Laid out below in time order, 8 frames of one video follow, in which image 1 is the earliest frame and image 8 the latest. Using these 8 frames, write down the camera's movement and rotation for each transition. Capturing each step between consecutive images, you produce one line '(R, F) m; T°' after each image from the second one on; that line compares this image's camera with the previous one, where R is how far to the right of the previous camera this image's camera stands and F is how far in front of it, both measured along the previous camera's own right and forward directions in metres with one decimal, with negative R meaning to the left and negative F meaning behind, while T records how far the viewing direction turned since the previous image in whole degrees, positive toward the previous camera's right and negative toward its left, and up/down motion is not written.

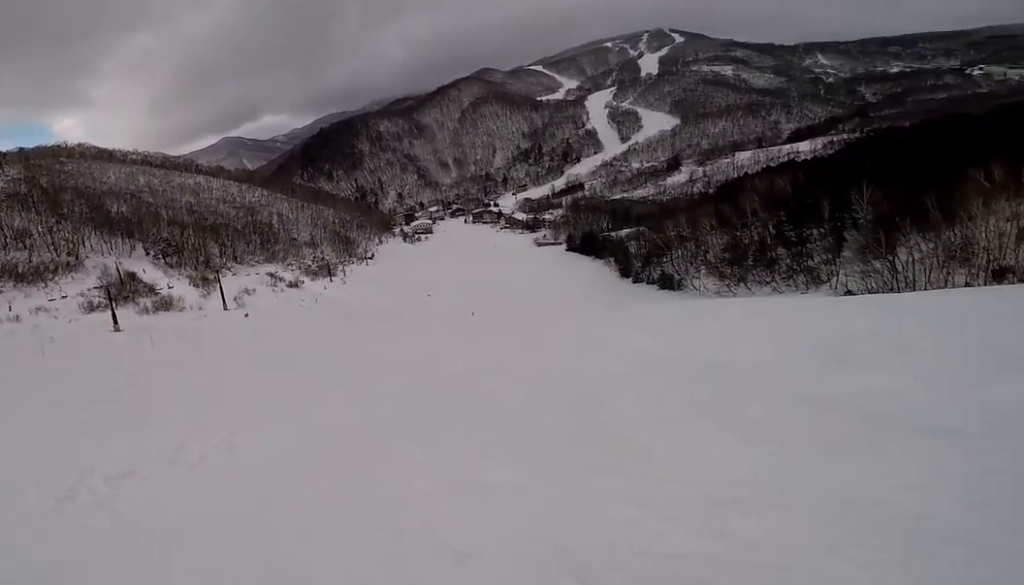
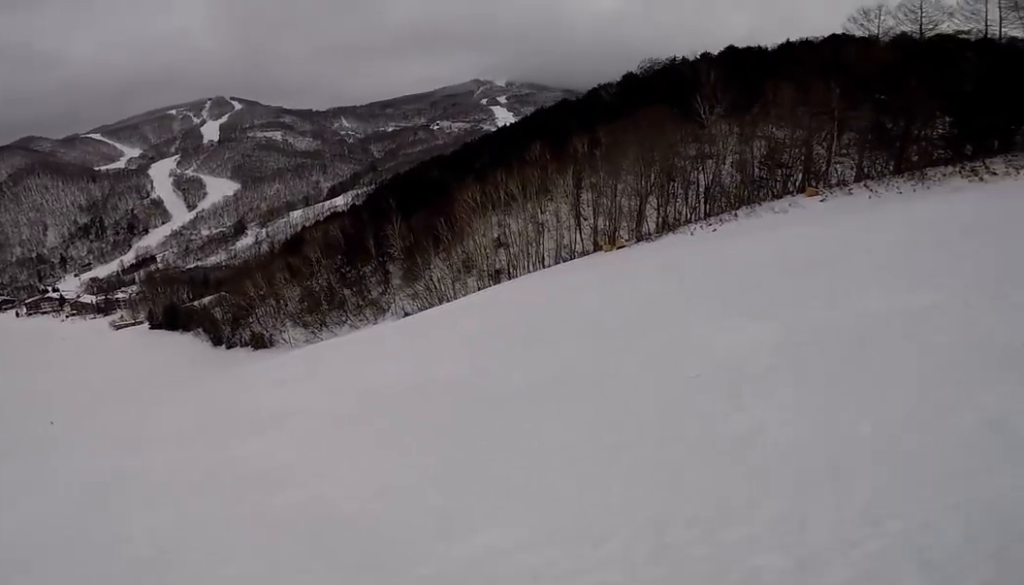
(+5.0, +7.1) m; +65°
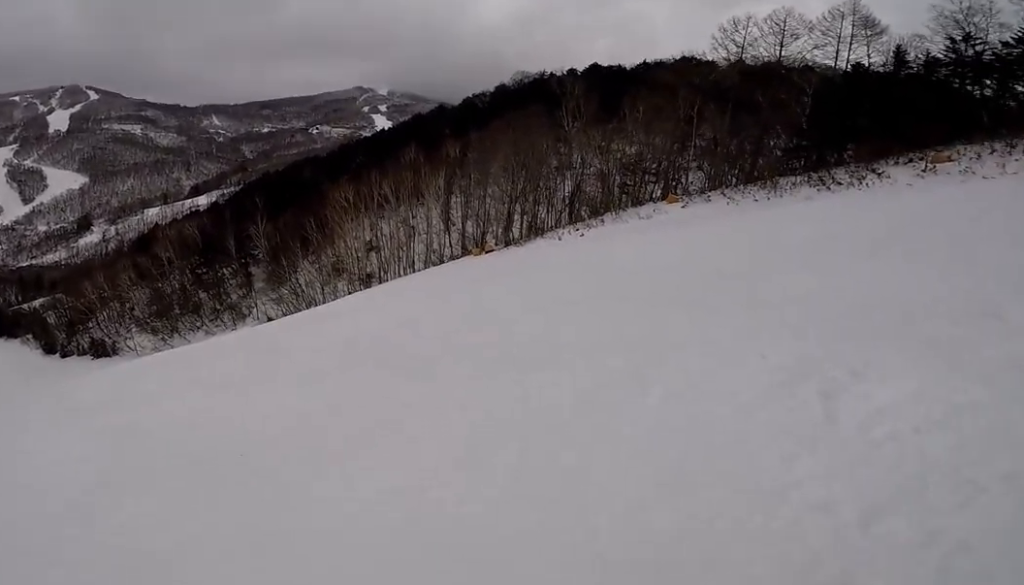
(+1.4, +3.7) m; +11°
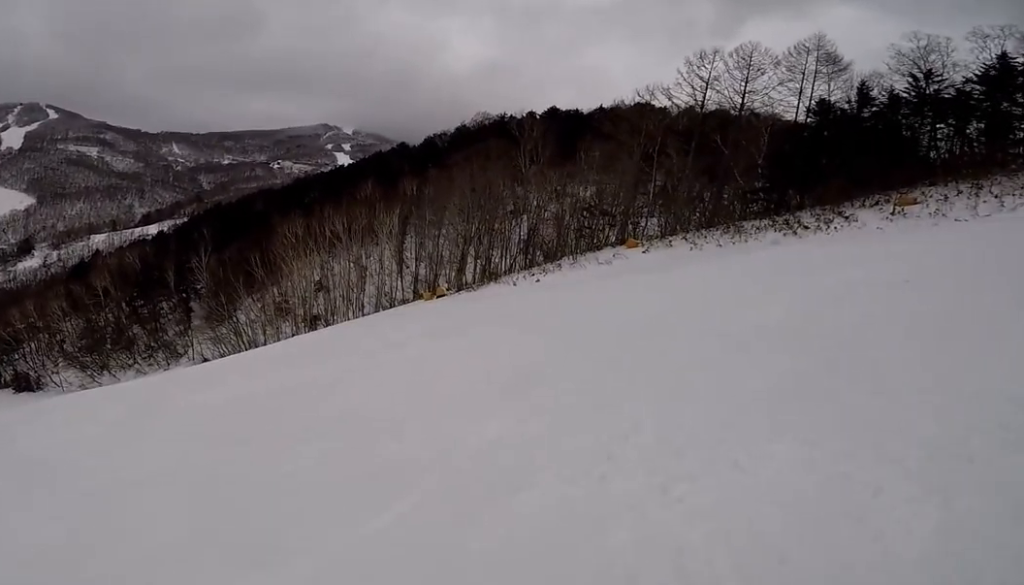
(-0.8, +3.8) m; -6°
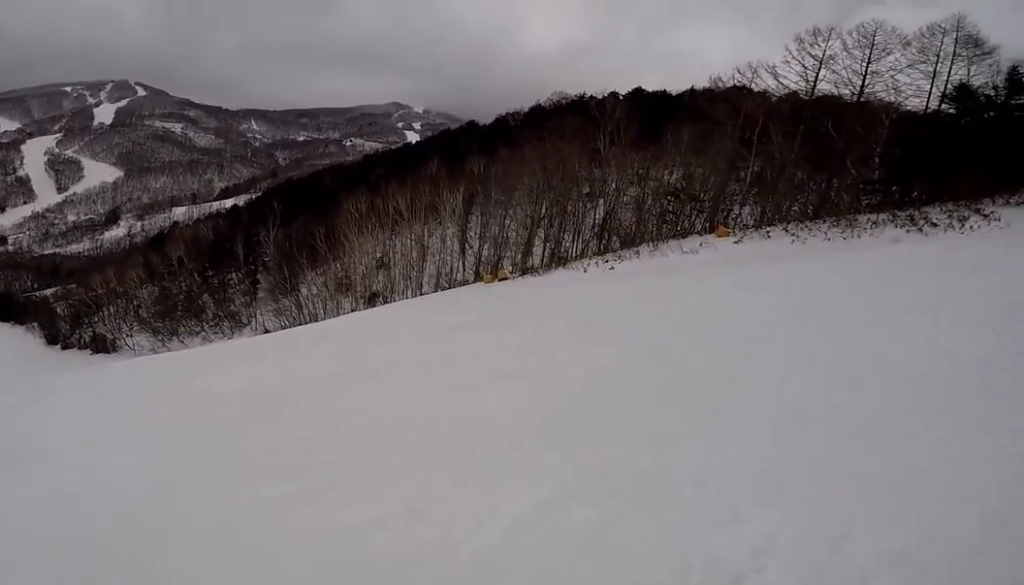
(+0.2, +2.0) m; 0°
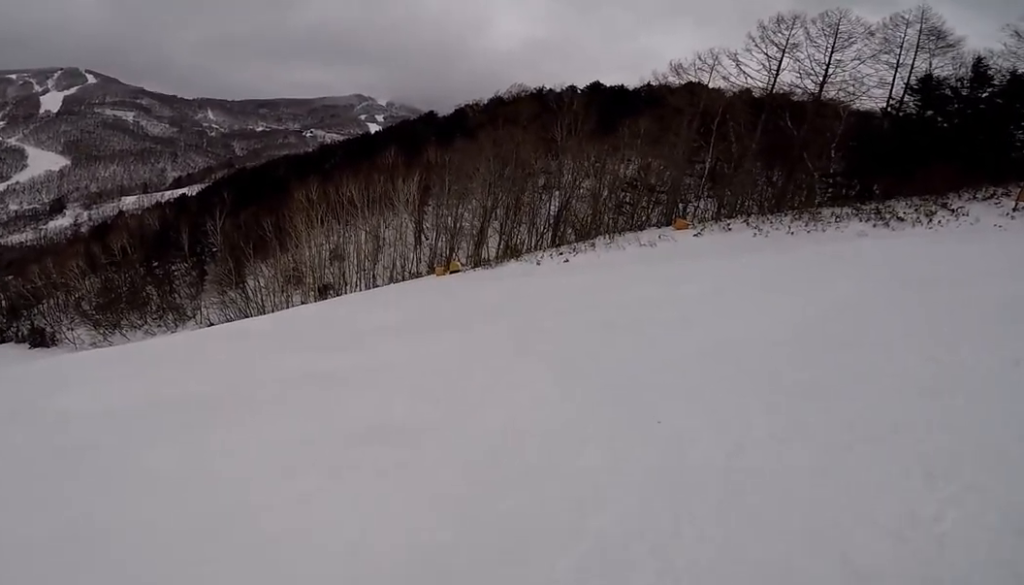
(+0.1, +3.2) m; -13°
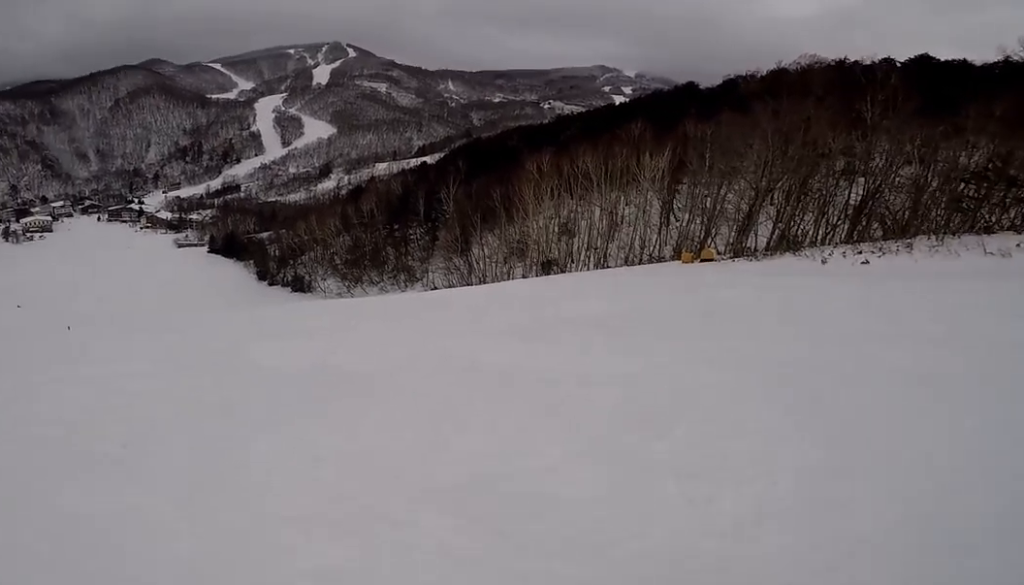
(+0.2, +1.8) m; -25°
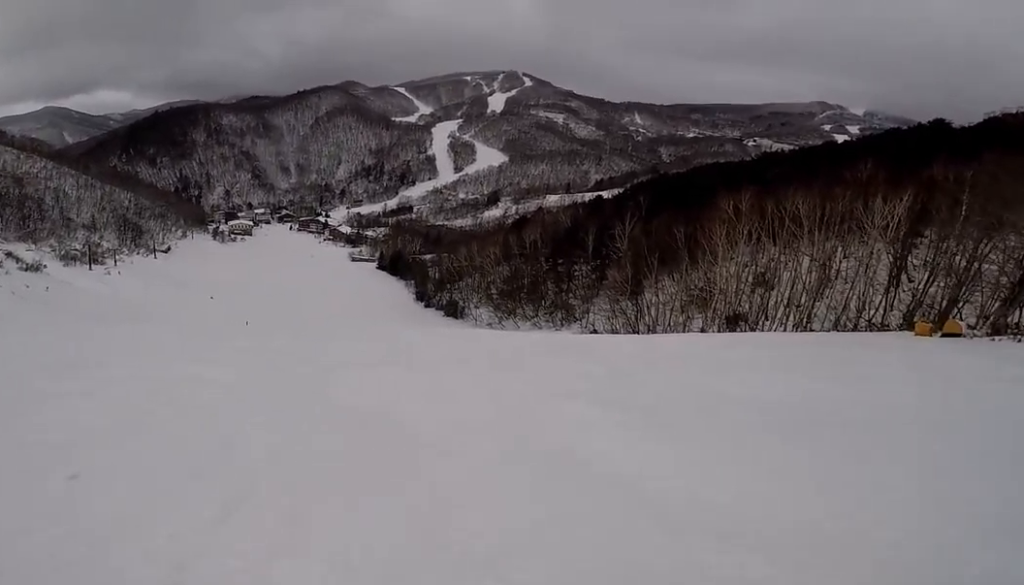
(-1.4, +3.0) m; -36°
